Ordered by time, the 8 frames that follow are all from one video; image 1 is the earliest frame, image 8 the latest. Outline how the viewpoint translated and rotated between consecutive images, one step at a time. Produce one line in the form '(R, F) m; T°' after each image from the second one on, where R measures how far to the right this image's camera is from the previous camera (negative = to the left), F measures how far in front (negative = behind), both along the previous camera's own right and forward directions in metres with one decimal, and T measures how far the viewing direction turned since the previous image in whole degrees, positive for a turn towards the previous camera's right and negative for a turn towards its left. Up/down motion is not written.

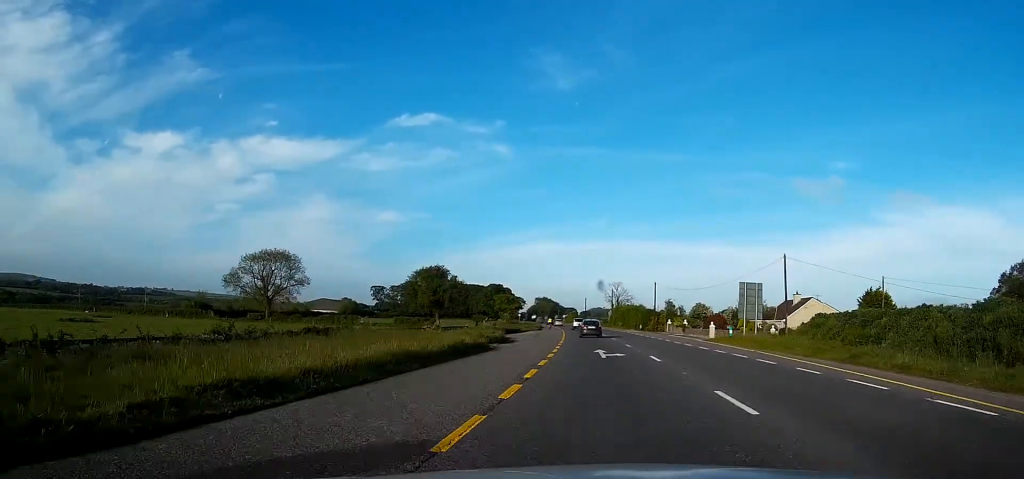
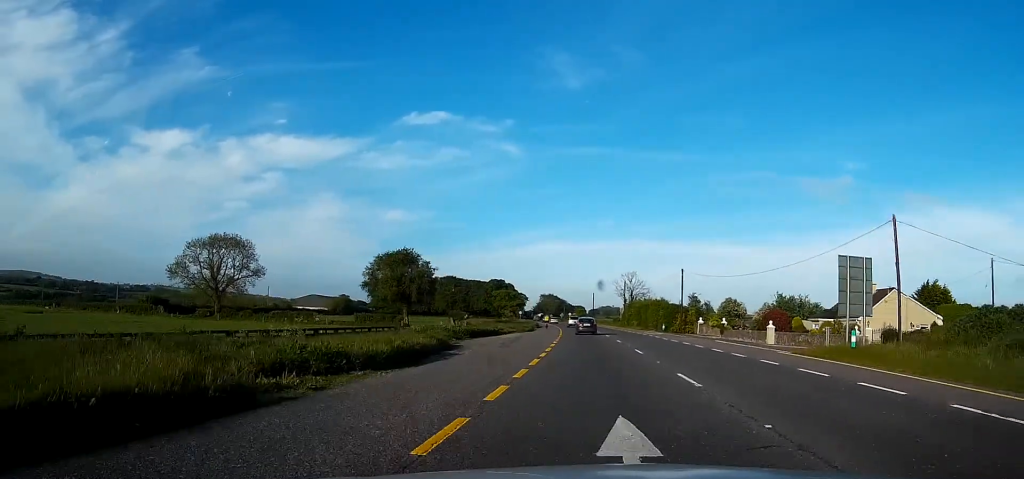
(-0.4, +21.1) m; -1°
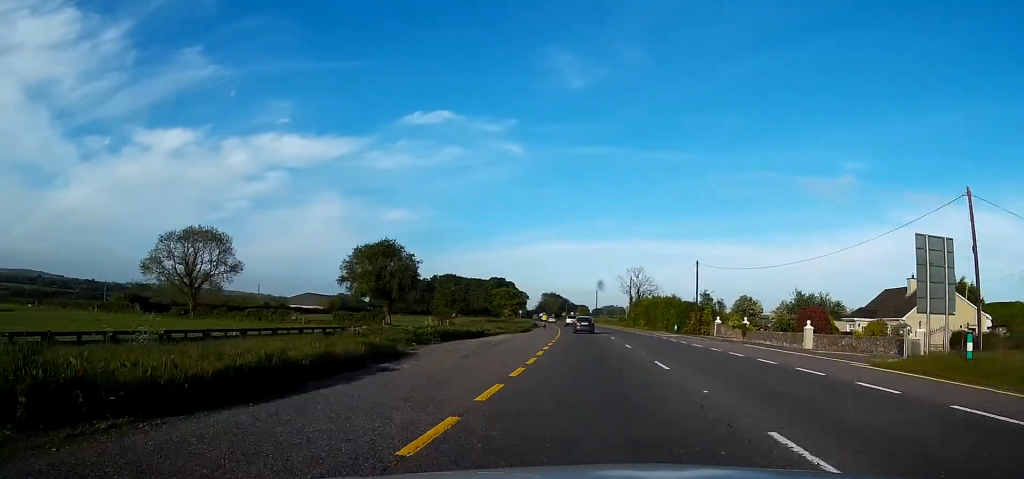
(-0.1, +8.3) m; 0°
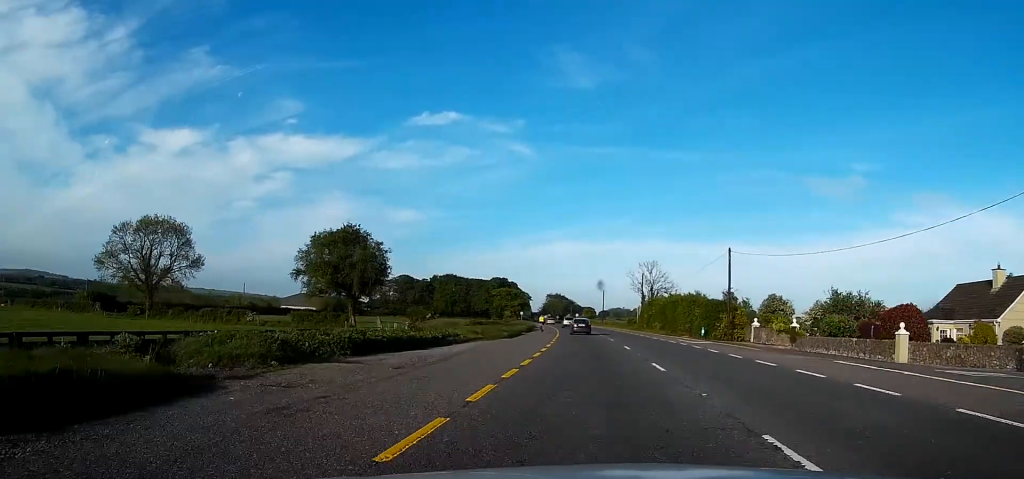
(+0.1, +12.7) m; 0°
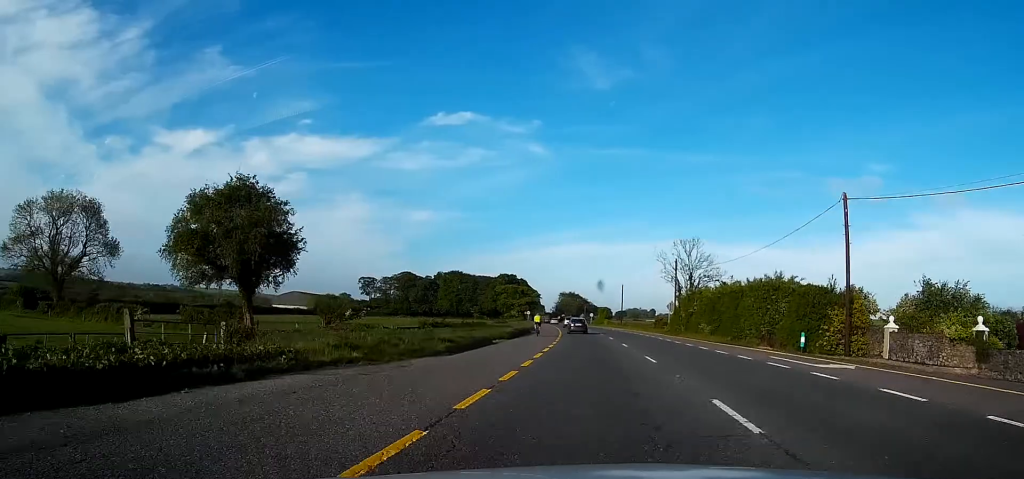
(-0.2, +21.5) m; -1°
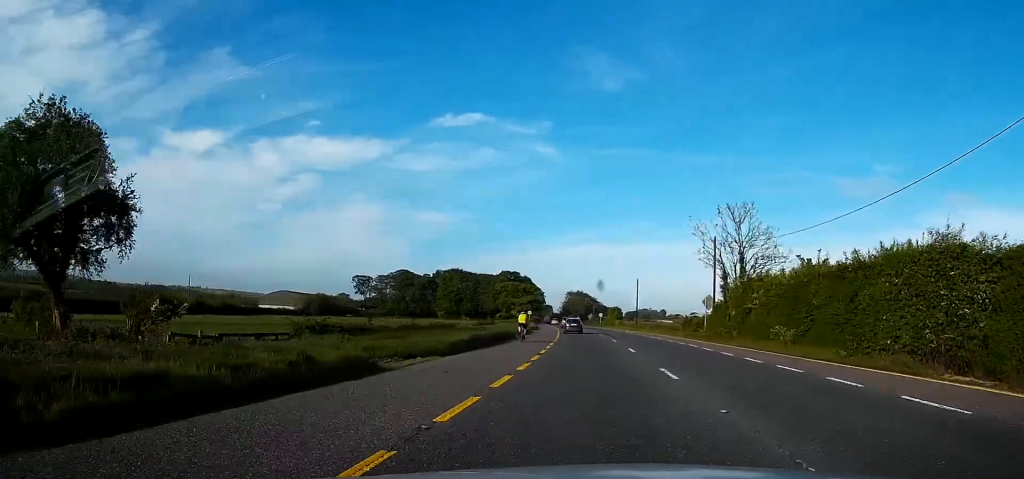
(-0.1, +17.6) m; -1°
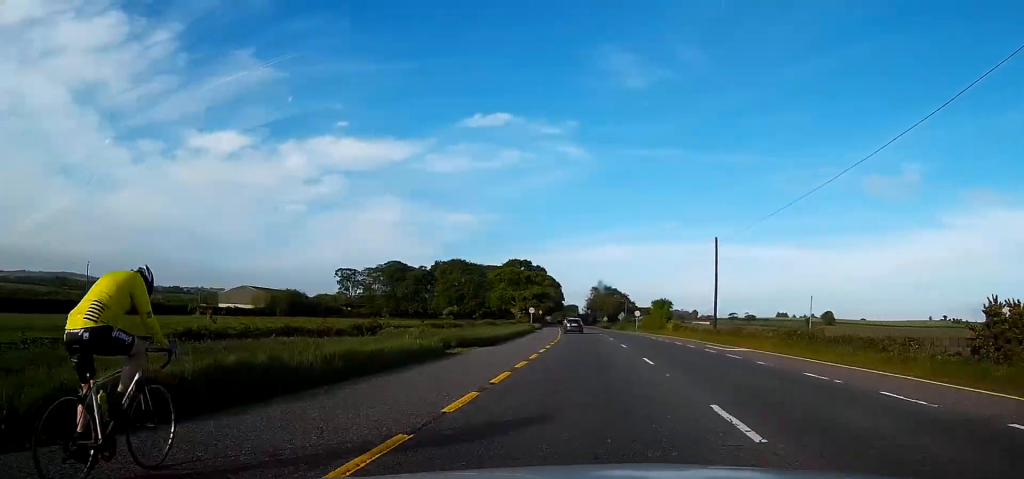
(-1.1, +44.3) m; -3°
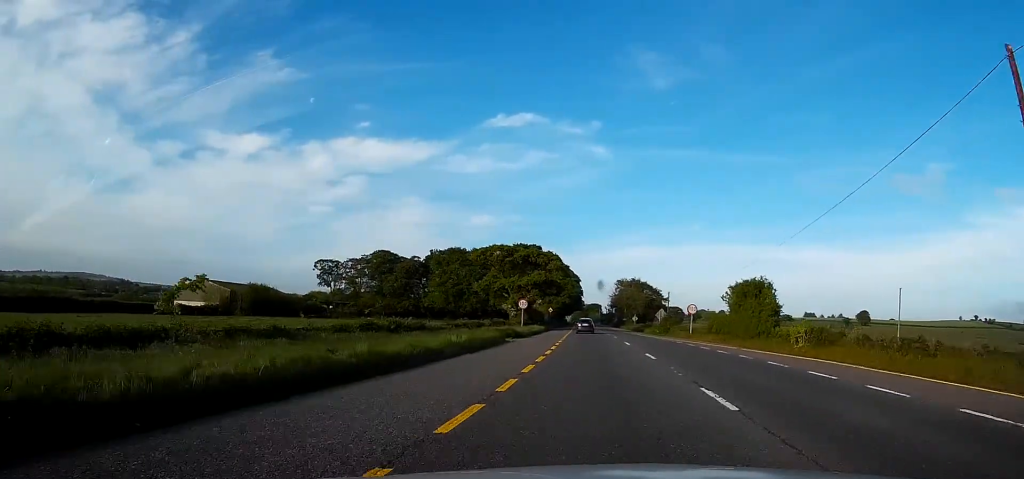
(-0.7, +34.3) m; -2°
